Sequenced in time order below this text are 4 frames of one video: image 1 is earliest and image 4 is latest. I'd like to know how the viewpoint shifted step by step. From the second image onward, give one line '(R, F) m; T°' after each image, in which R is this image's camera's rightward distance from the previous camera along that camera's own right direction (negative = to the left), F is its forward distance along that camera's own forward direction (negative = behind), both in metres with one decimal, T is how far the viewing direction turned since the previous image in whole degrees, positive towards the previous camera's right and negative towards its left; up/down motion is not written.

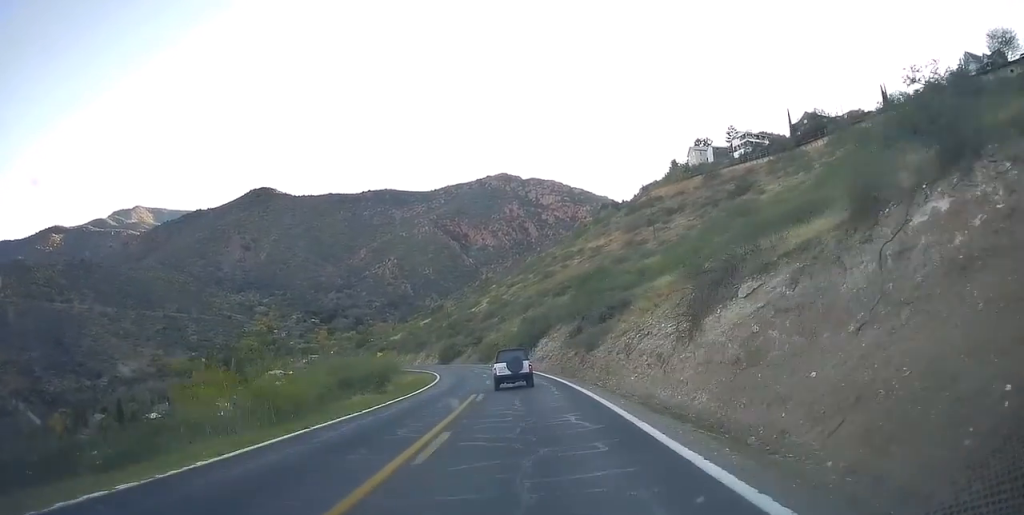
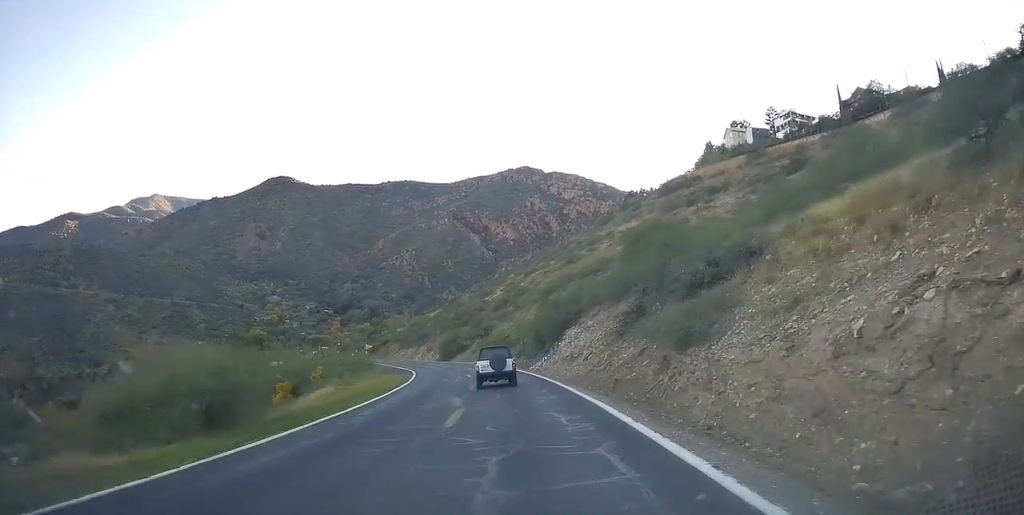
(-0.7, +20.4) m; -4°
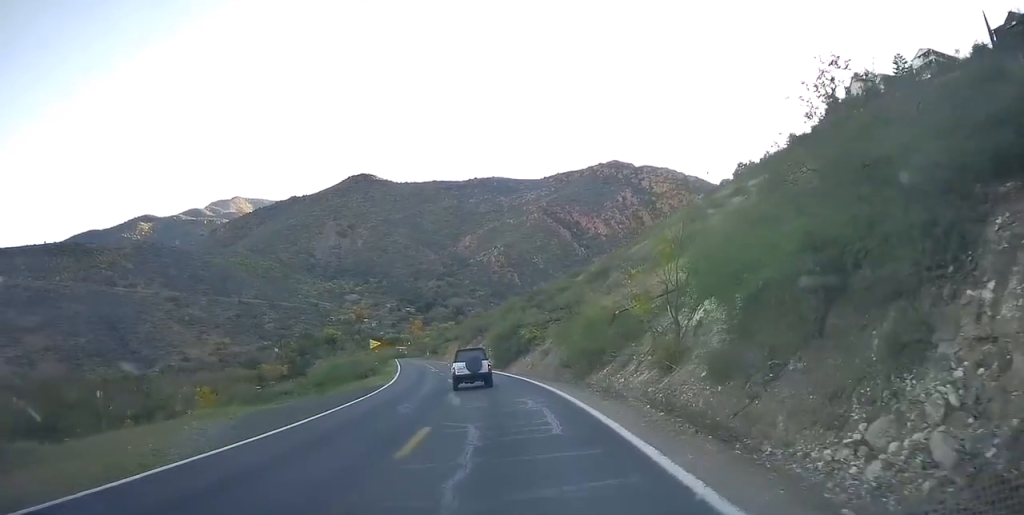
(-2.8, +38.9) m; -9°
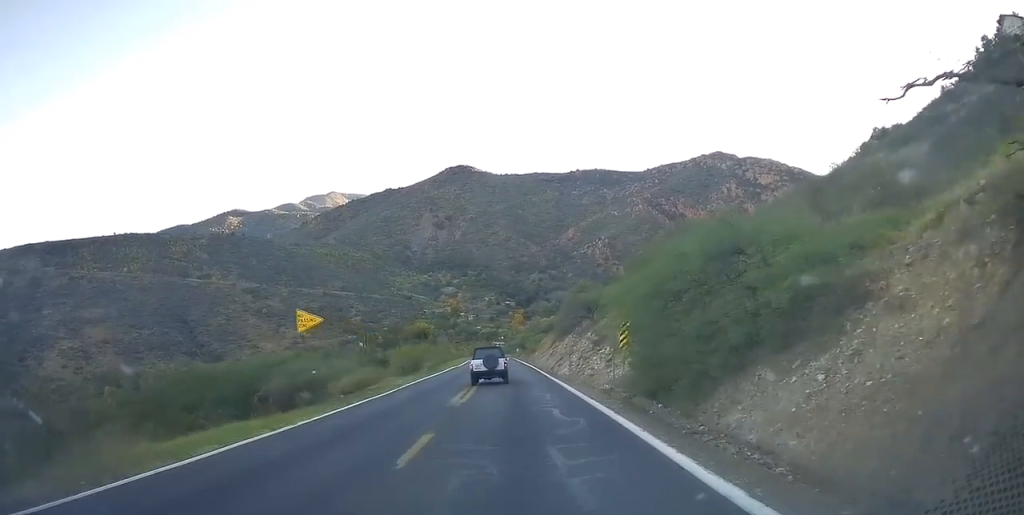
(-3.2, +36.6) m; -9°
